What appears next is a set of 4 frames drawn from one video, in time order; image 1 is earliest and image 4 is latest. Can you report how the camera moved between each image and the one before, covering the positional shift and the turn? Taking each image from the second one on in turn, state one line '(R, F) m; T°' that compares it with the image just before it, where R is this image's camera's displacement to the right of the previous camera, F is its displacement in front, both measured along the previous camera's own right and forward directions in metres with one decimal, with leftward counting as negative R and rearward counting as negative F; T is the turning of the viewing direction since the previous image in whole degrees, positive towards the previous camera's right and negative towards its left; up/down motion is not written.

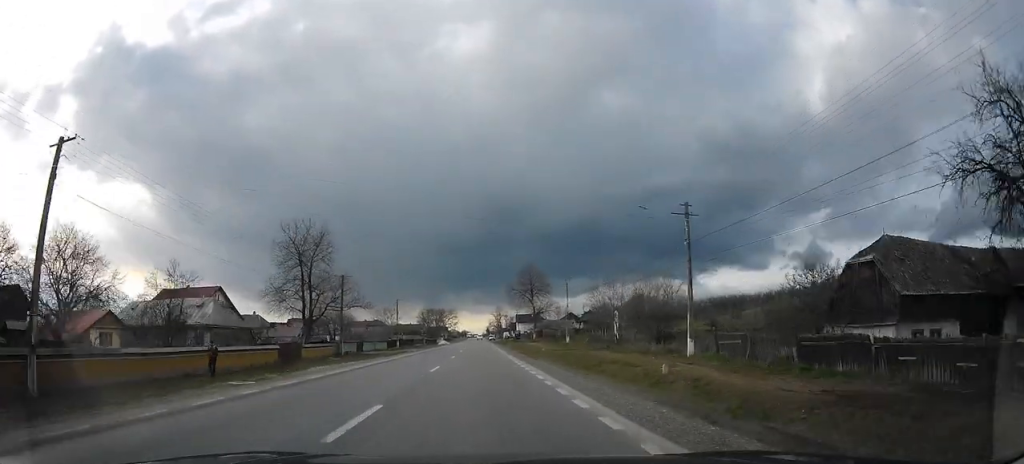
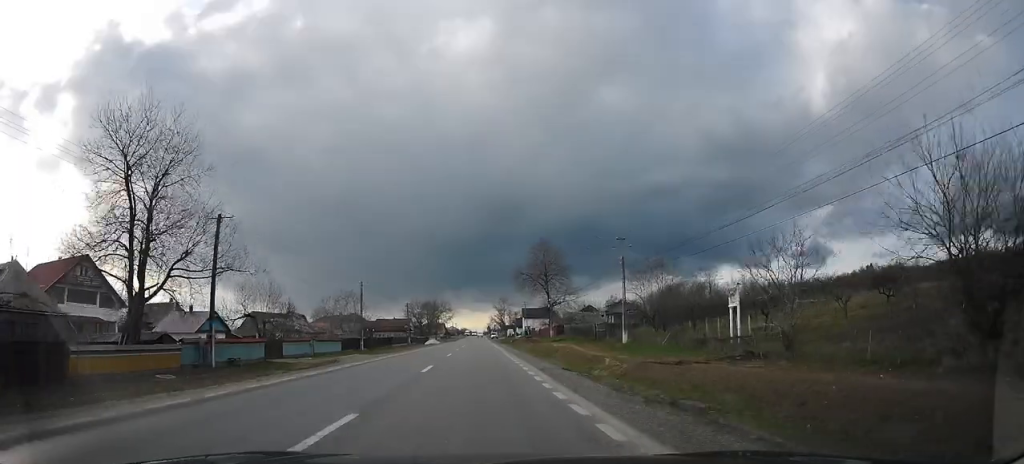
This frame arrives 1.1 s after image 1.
(+1.0, +25.1) m; +3°
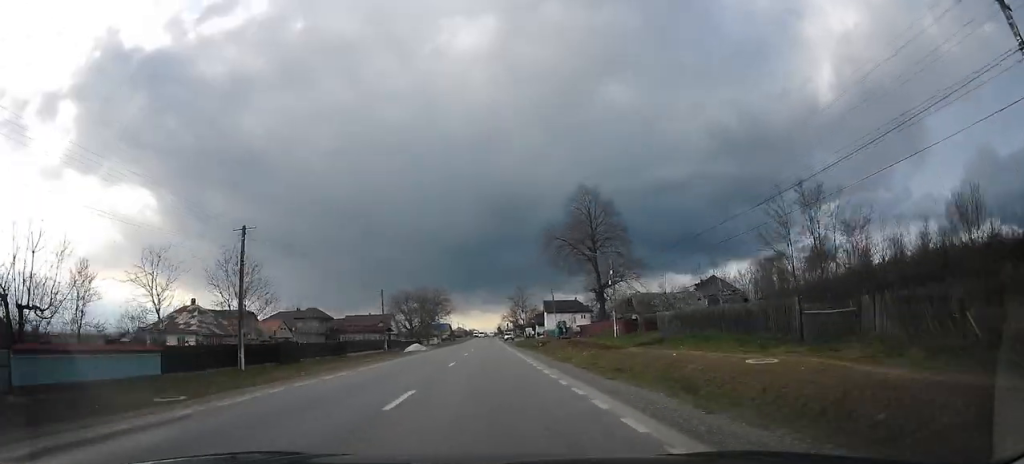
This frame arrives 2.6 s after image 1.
(+0.7, +32.5) m; +1°
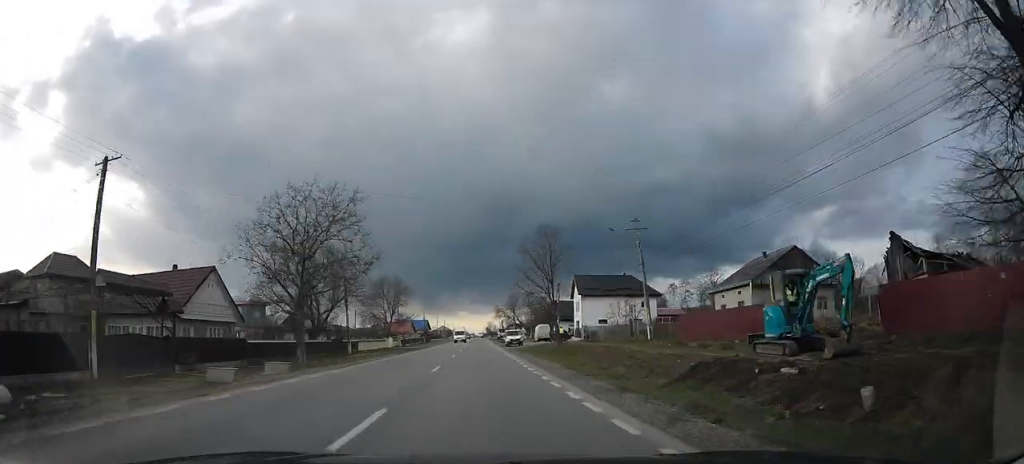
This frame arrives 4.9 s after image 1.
(-1.0, +51.4) m; 0°
